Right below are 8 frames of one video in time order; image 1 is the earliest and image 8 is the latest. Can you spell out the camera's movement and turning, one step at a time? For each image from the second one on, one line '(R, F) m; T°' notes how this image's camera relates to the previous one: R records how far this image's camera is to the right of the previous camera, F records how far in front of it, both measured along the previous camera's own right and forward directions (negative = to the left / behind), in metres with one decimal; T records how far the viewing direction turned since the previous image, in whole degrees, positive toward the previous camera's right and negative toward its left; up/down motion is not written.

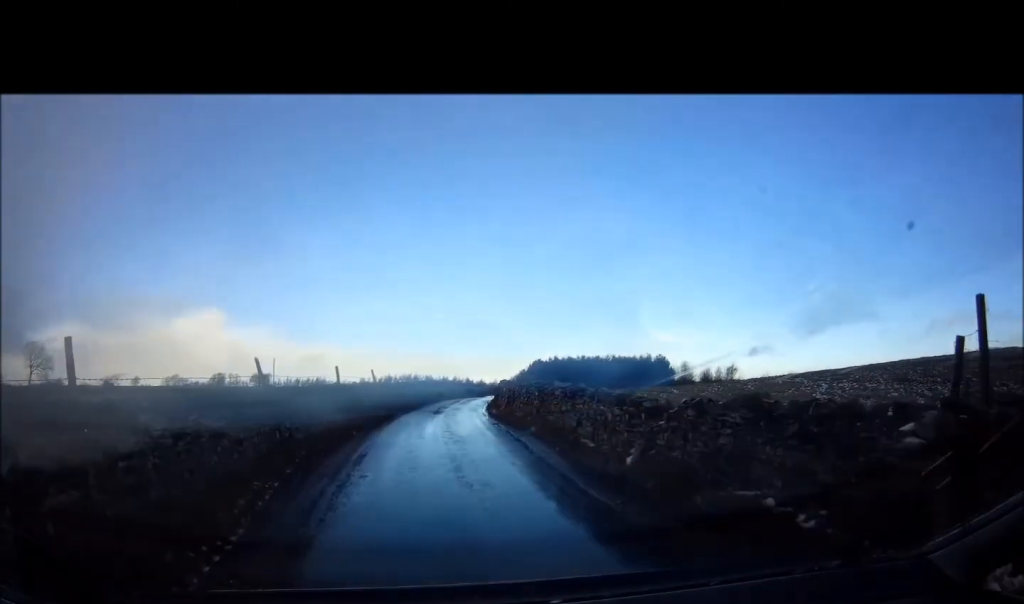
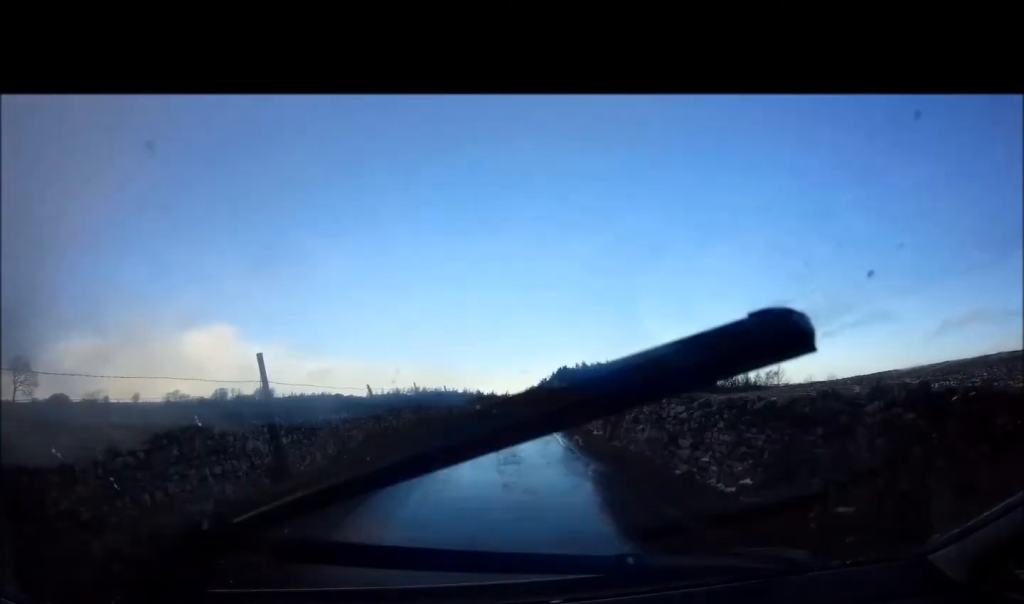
(-0.2, +13.1) m; -1°
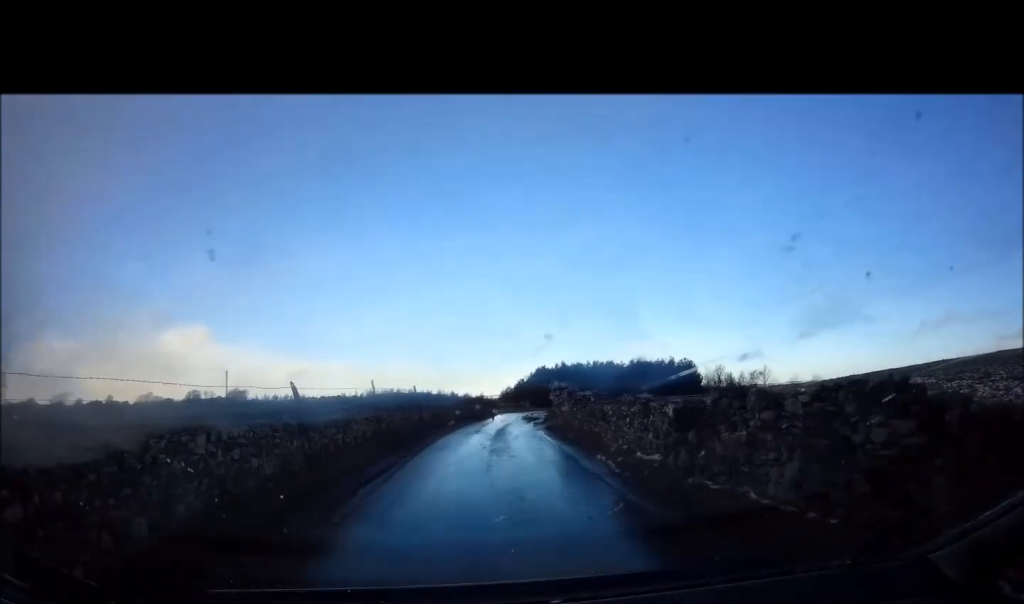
(0.0, +3.4) m; +1°
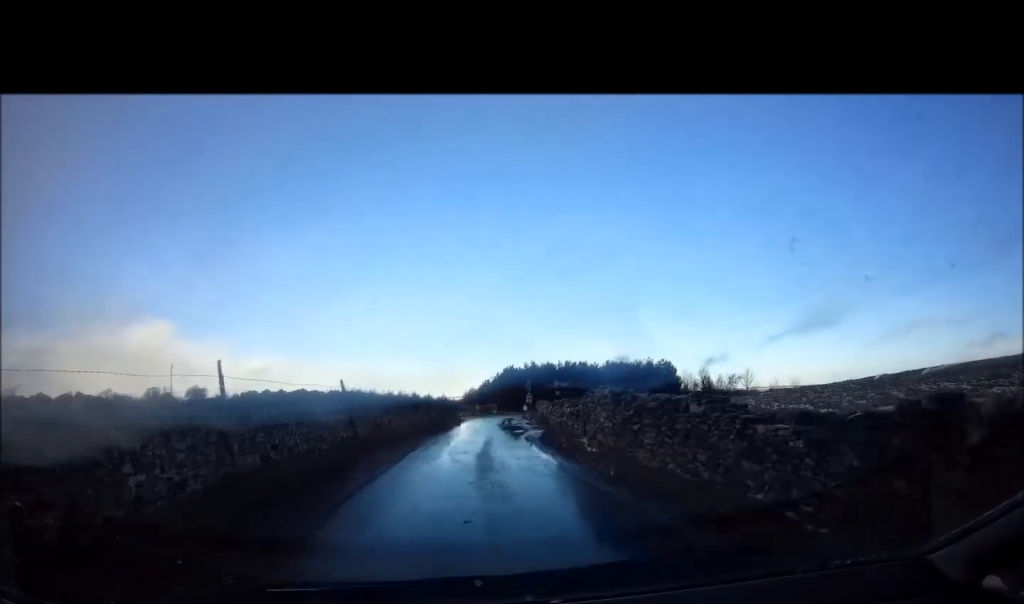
(+0.2, +5.9) m; +3°
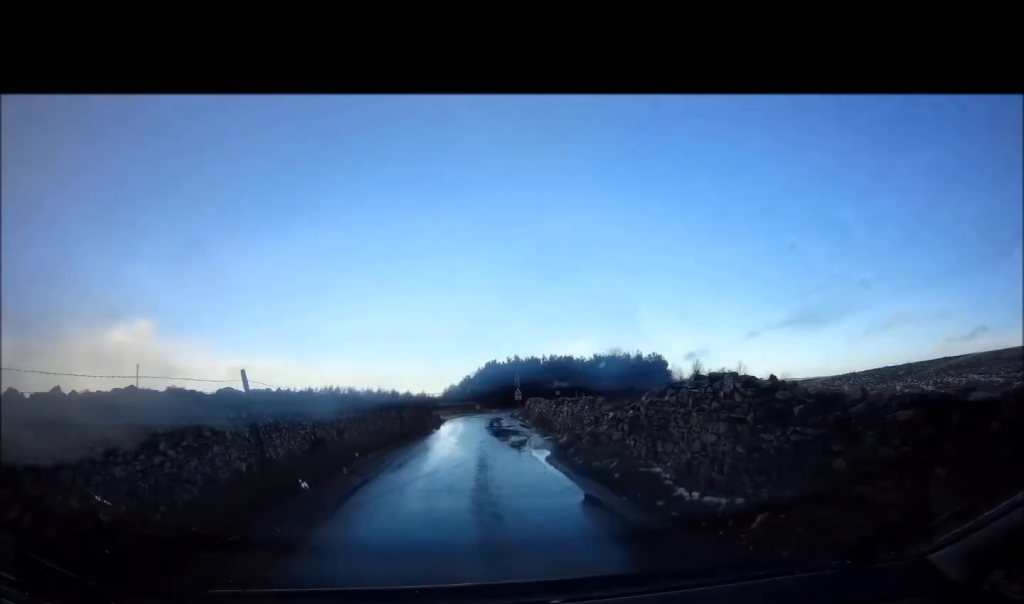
(+0.1, +4.2) m; +2°
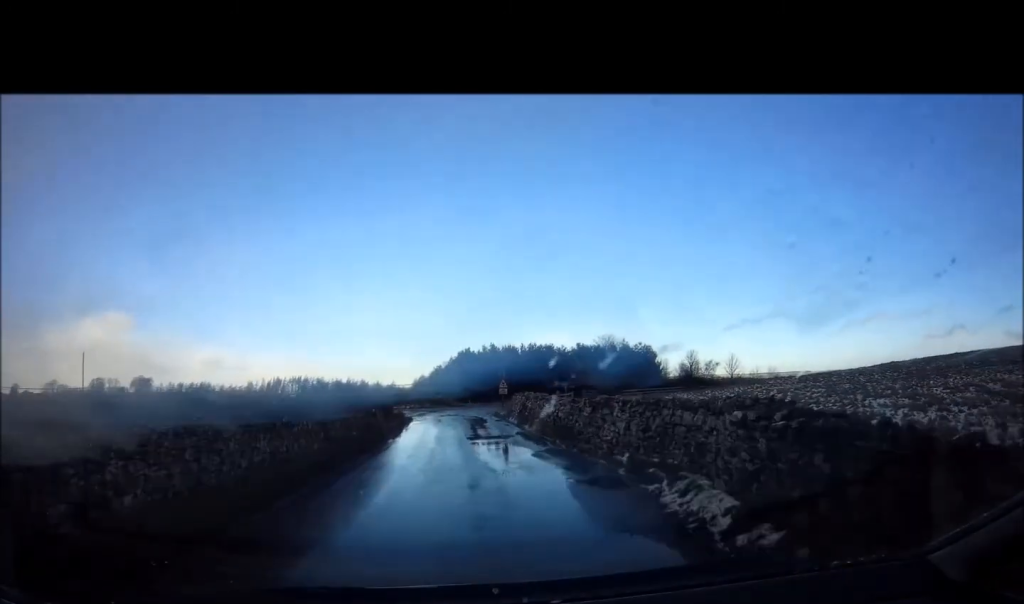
(+0.1, +7.6) m; +3°
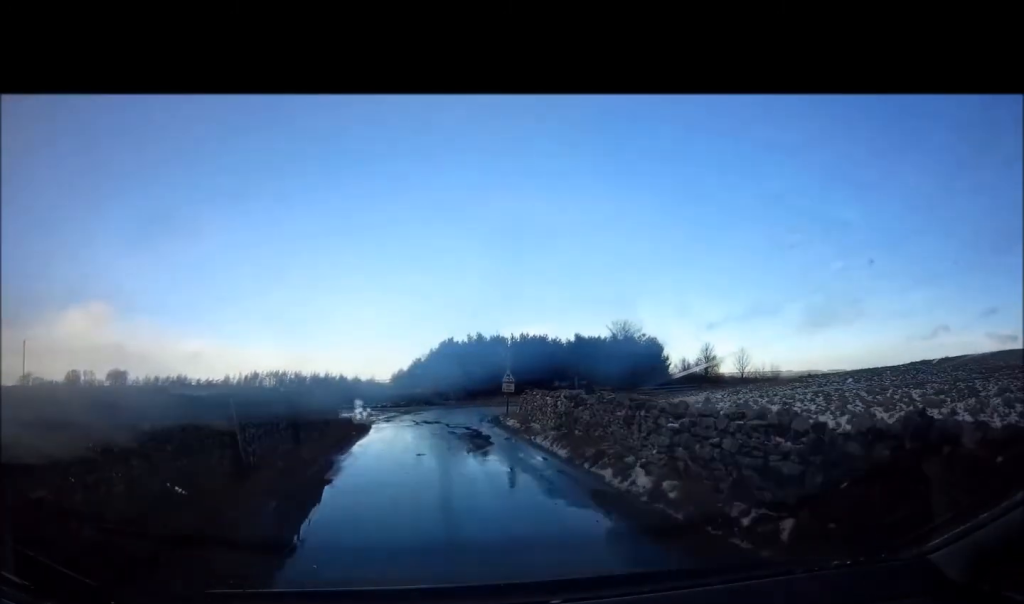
(+0.4, +11.4) m; +3°
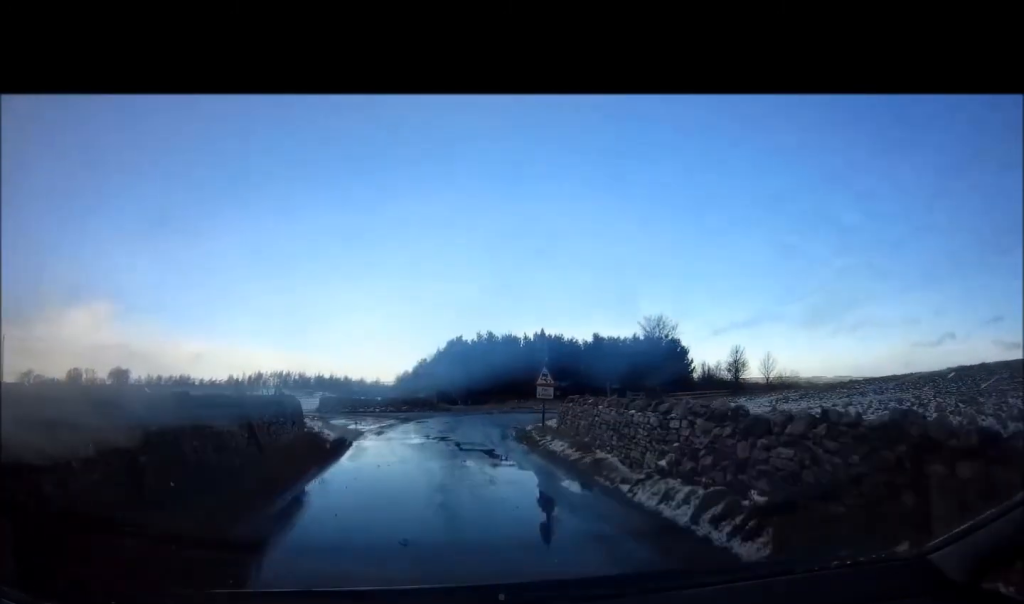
(+0.1, +6.4) m; +1°
